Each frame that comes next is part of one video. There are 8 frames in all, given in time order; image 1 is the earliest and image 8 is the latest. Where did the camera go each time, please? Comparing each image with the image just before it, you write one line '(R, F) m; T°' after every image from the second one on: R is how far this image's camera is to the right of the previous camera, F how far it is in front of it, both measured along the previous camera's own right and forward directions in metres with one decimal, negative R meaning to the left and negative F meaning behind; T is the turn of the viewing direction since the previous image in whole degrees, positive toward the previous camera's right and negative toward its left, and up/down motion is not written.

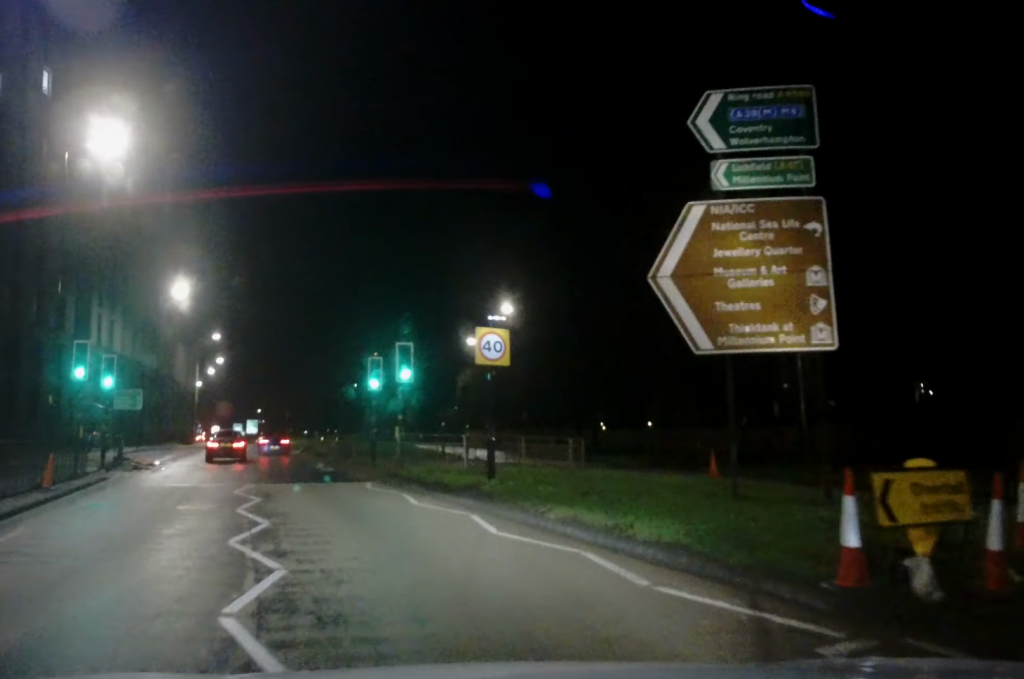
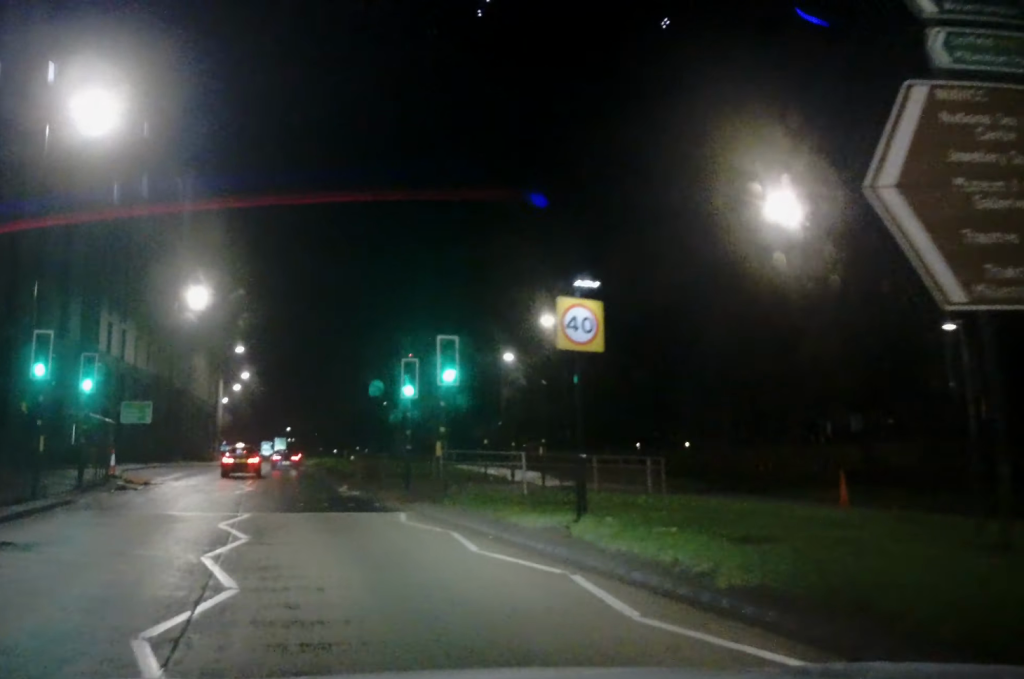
(-0.2, +4.8) m; -2°
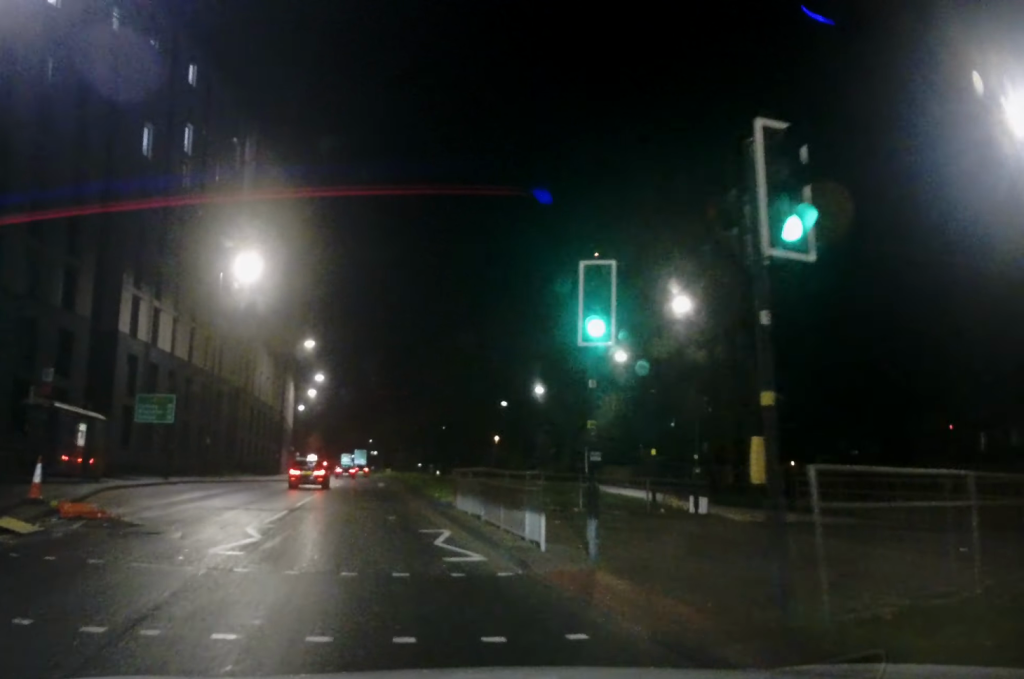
(-0.5, +12.7) m; -4°
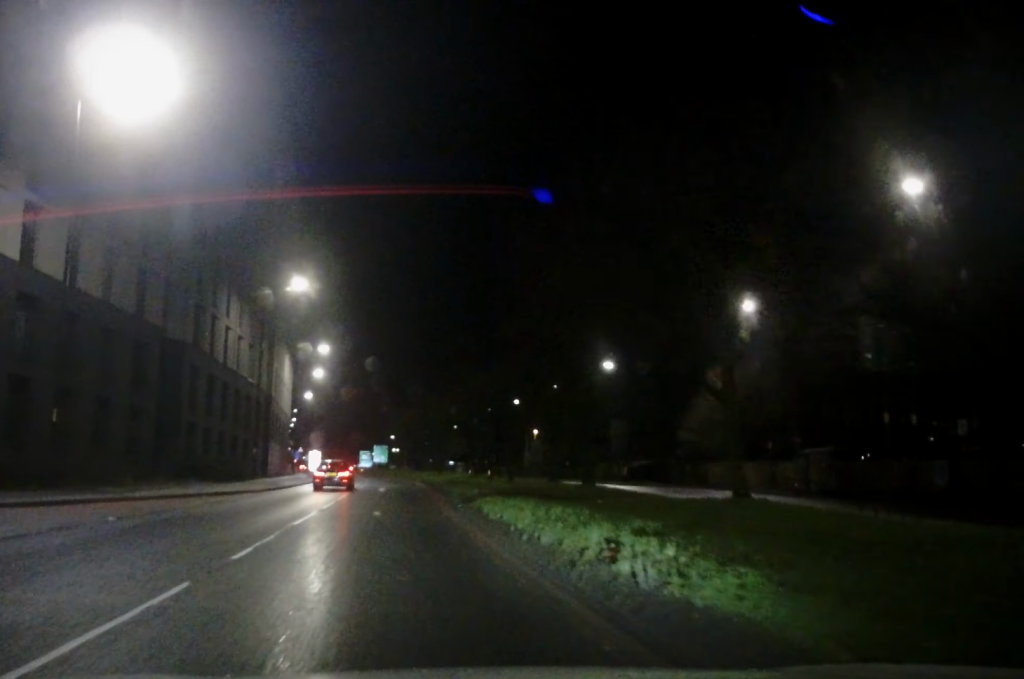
(-0.7, +23.7) m; -2°
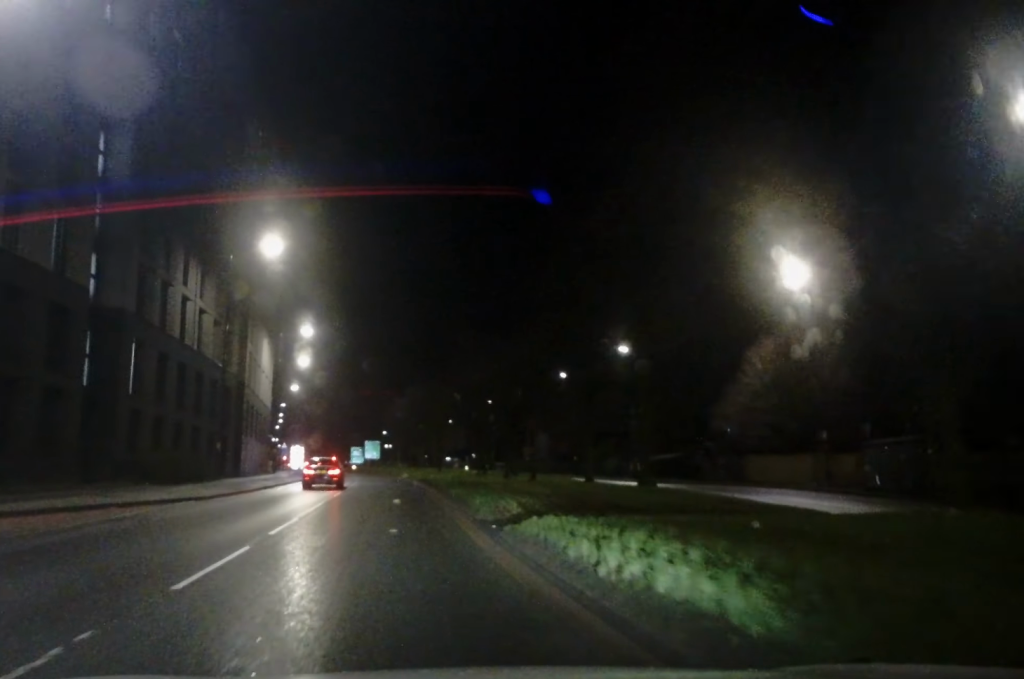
(0.0, +8.3) m; 0°
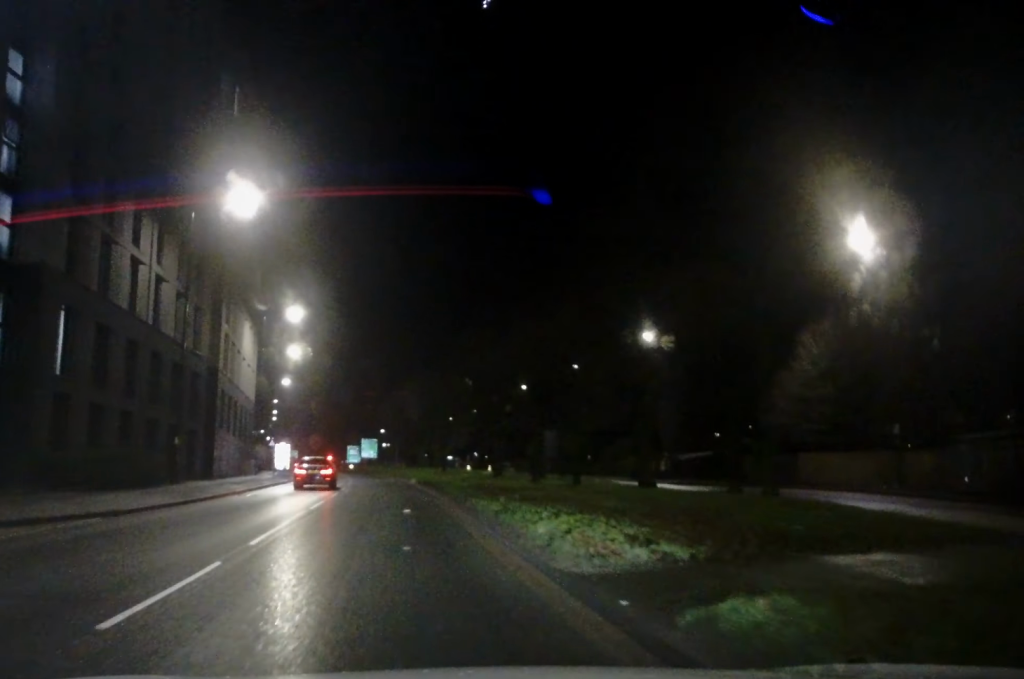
(0.0, +7.7) m; 0°
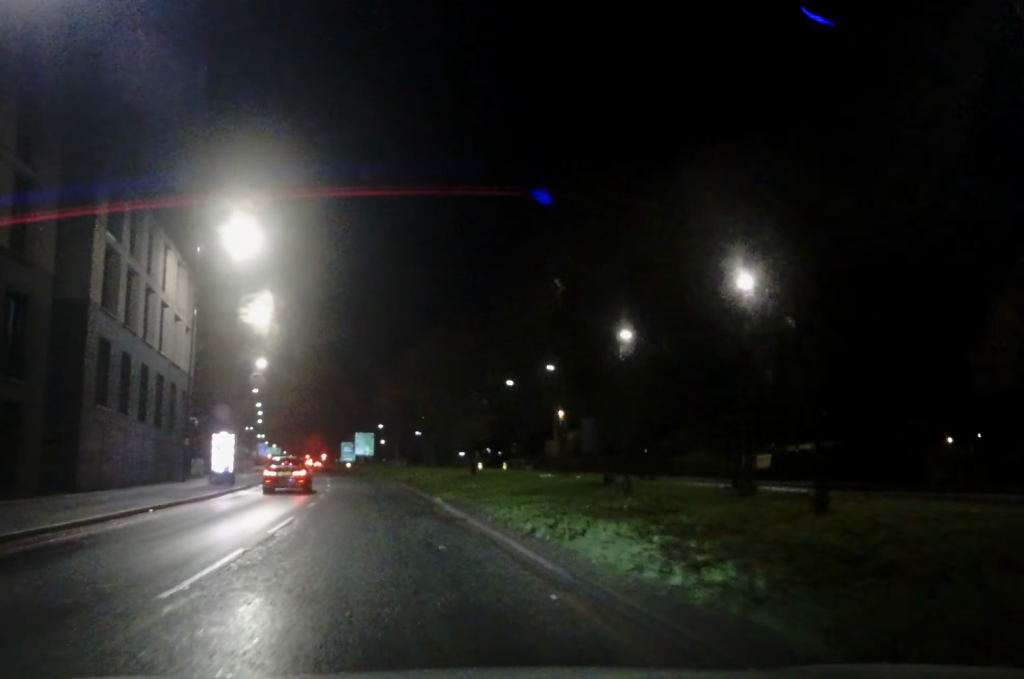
(-0.1, +20.5) m; 0°
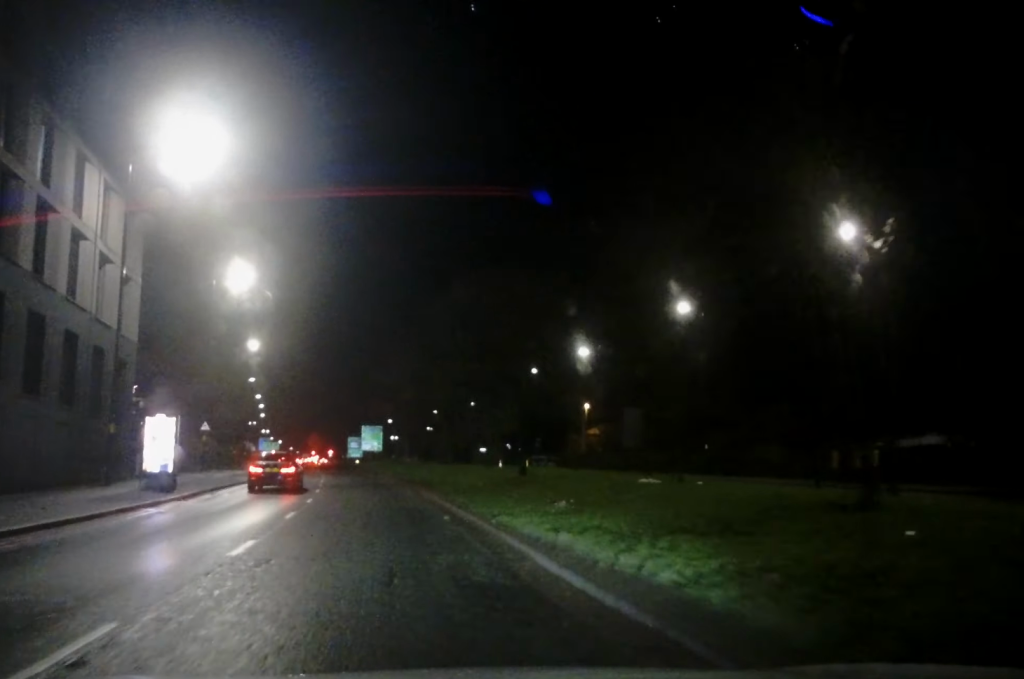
(0.0, +11.9) m; 0°
